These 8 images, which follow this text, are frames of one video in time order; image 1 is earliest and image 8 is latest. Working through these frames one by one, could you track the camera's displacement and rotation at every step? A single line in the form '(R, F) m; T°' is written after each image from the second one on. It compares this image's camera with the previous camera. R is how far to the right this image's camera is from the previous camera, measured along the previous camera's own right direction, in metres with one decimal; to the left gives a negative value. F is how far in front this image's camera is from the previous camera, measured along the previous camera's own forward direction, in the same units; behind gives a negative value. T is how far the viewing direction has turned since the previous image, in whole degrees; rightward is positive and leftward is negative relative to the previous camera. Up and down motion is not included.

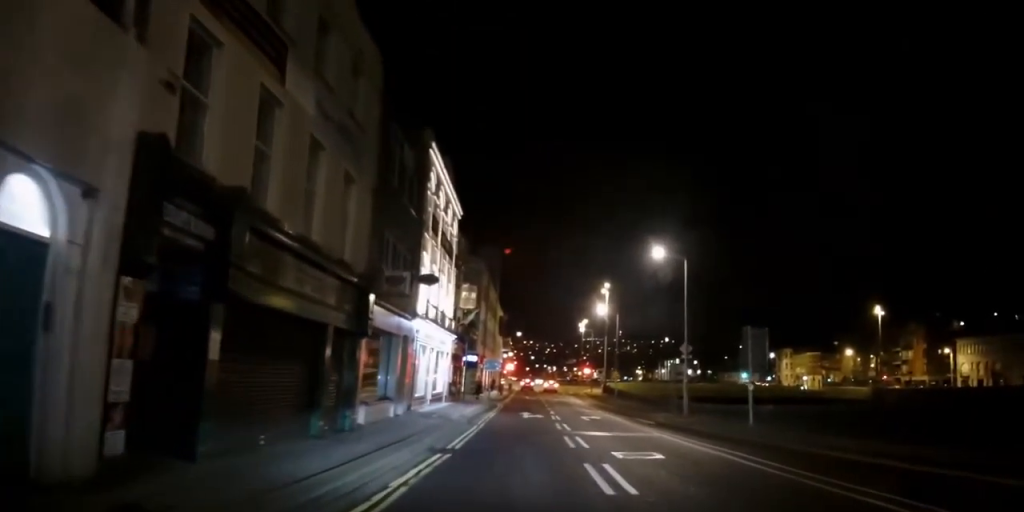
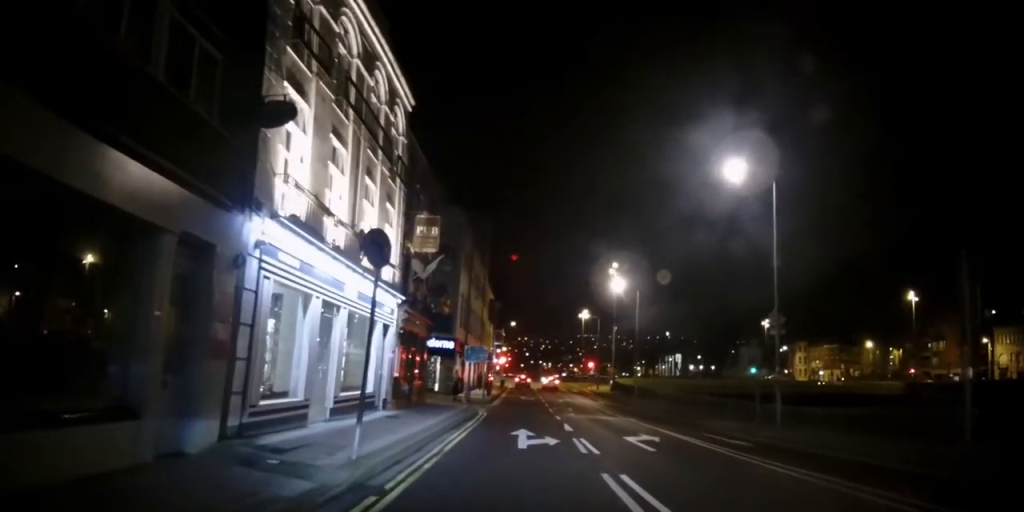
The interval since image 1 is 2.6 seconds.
(-0.5, +13.4) m; +3°
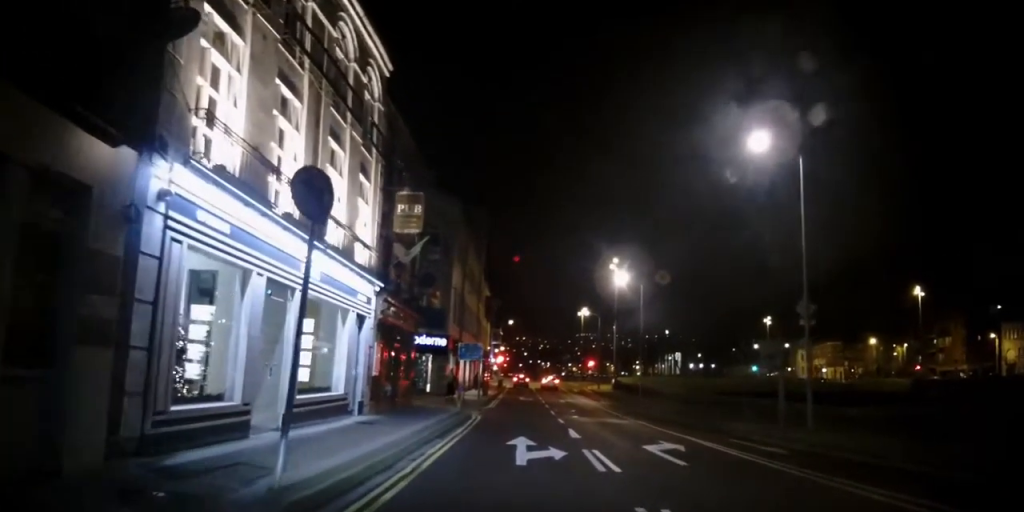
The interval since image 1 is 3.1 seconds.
(0.0, +2.6) m; 0°
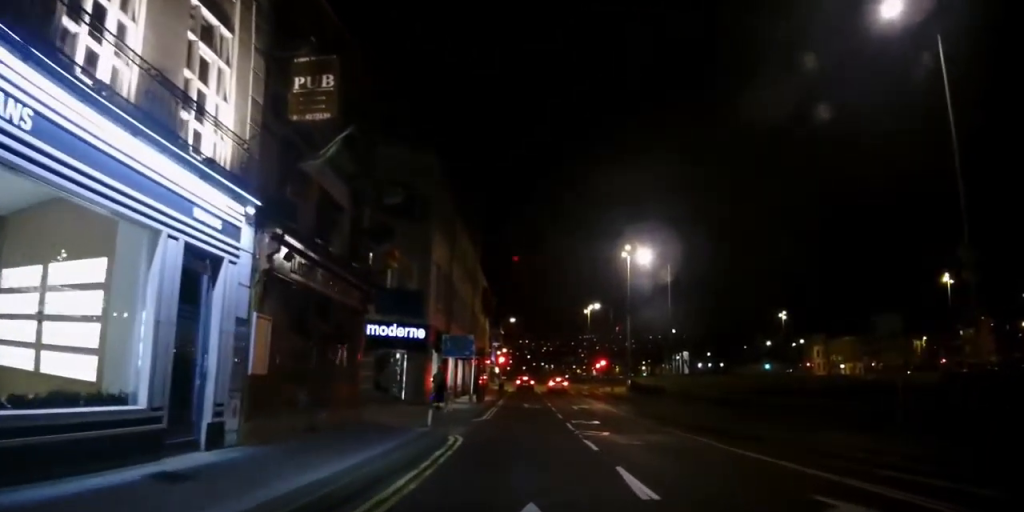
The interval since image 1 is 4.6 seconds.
(0.0, +8.0) m; 0°
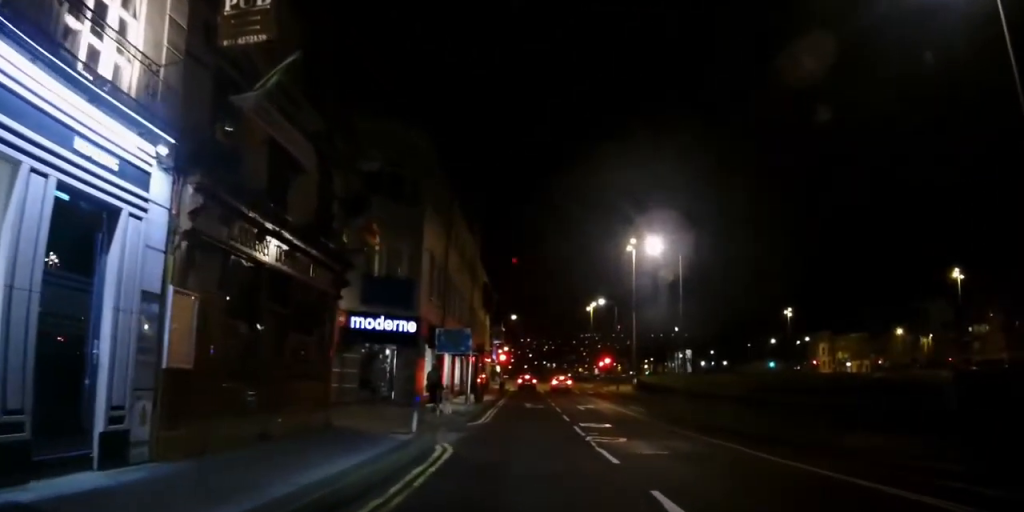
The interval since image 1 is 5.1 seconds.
(0.0, +2.4) m; 0°
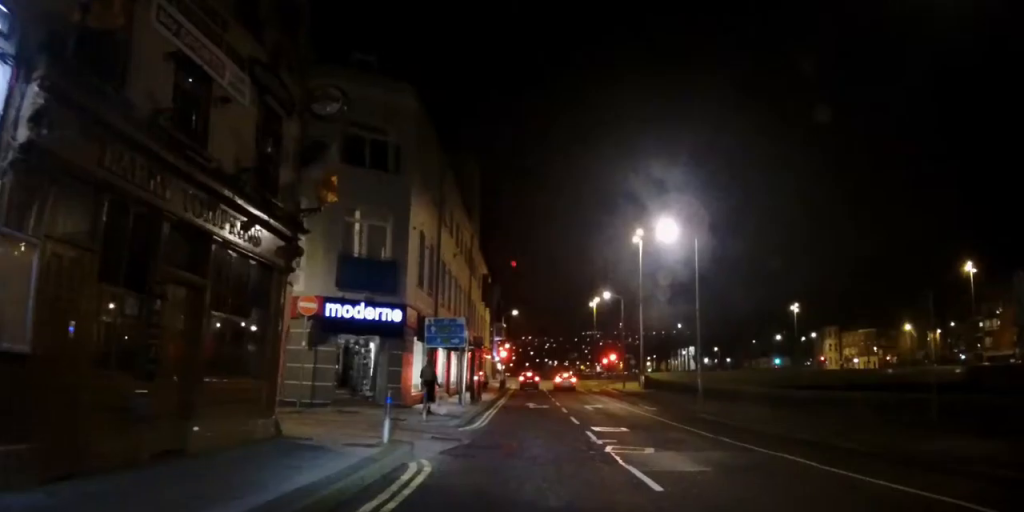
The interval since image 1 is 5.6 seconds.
(0.0, +3.0) m; 0°
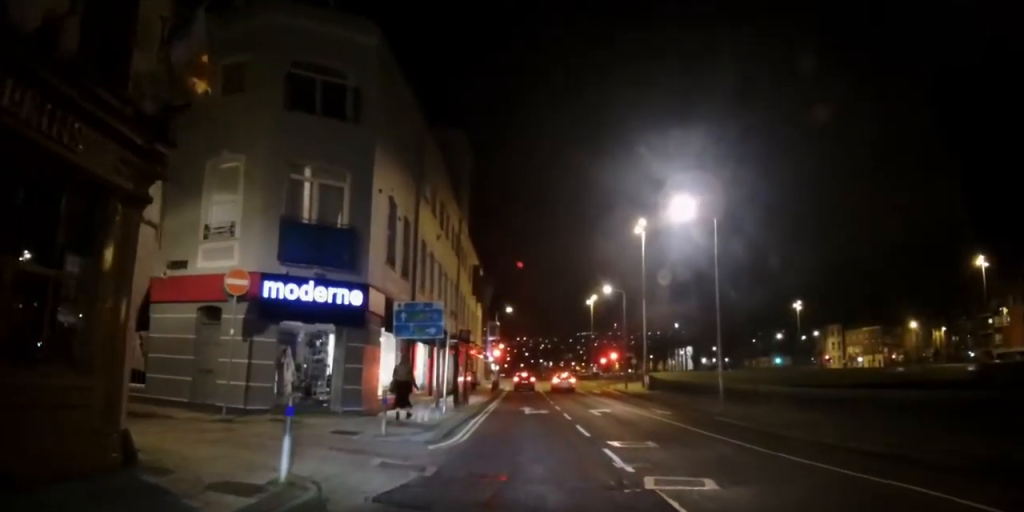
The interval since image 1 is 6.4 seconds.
(0.0, +4.3) m; +1°
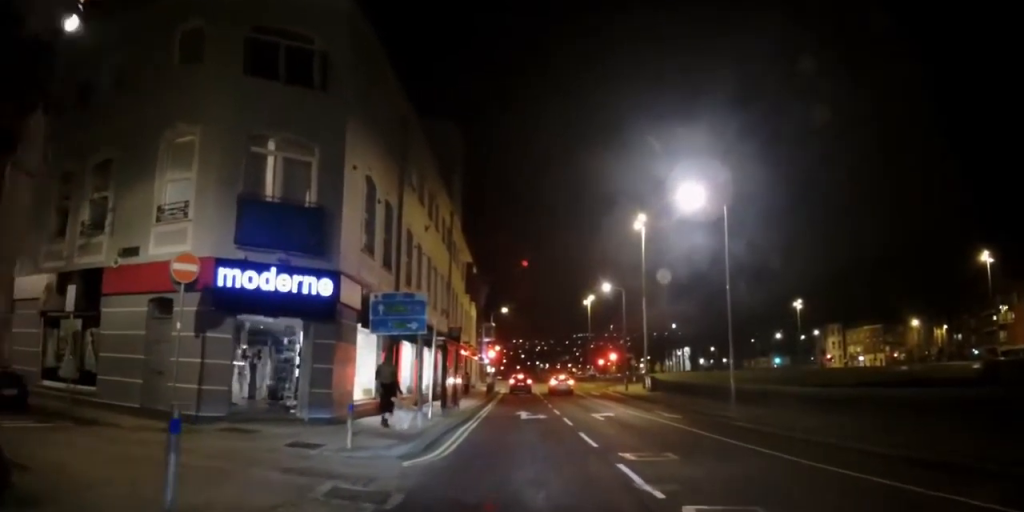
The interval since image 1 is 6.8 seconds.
(0.0, +2.1) m; 0°
